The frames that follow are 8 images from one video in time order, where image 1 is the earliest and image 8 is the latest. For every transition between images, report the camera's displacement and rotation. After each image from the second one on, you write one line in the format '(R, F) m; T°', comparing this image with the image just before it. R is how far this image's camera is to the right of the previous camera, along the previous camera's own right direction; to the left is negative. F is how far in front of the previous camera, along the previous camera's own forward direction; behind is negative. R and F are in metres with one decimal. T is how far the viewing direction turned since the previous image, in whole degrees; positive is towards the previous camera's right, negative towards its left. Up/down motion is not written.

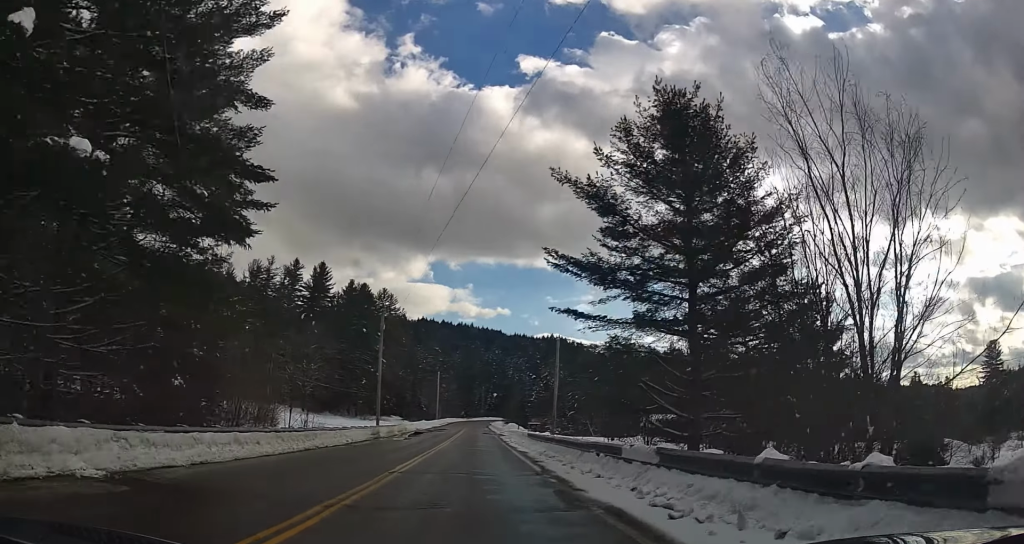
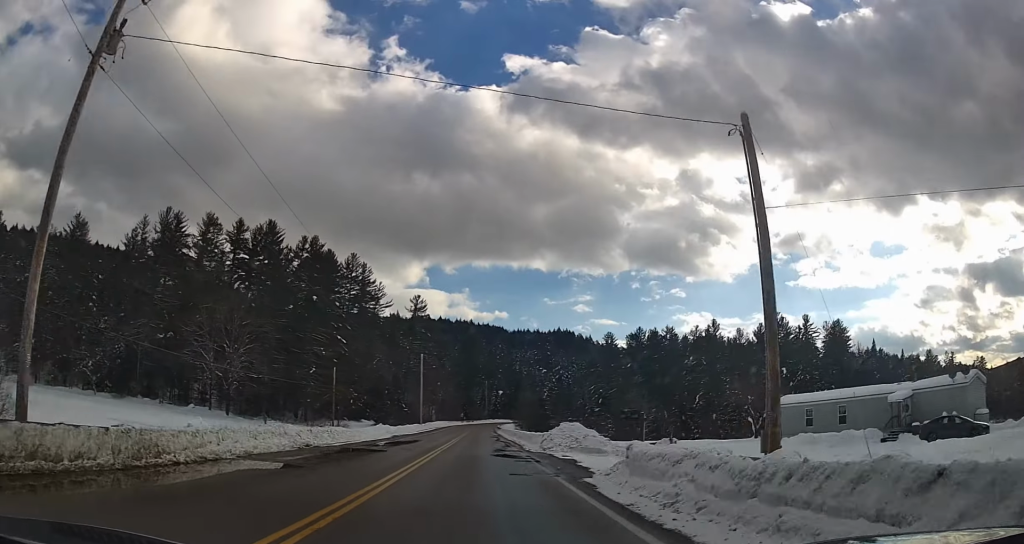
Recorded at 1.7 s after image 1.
(-1.9, +42.0) m; -3°
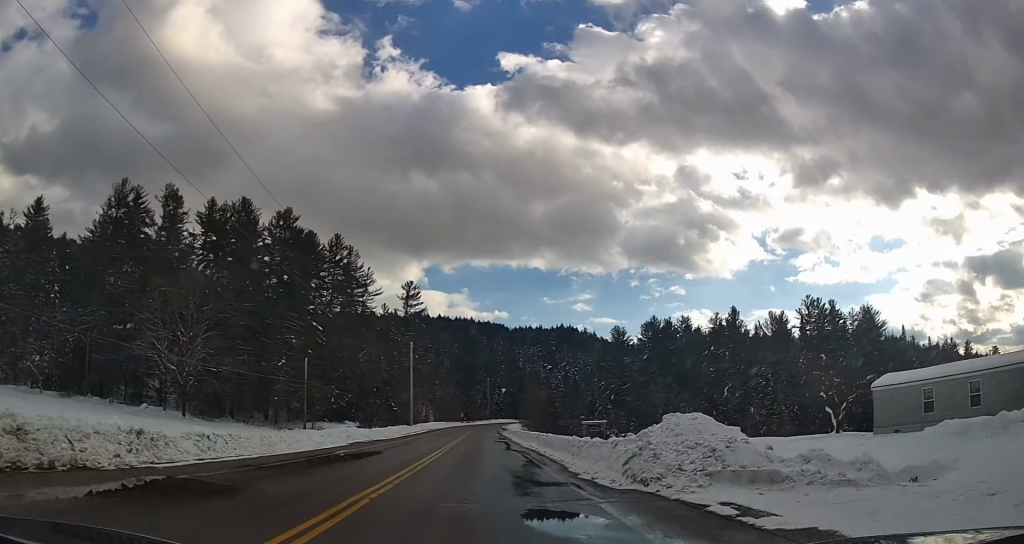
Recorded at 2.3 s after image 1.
(0.0, +14.9) m; 0°
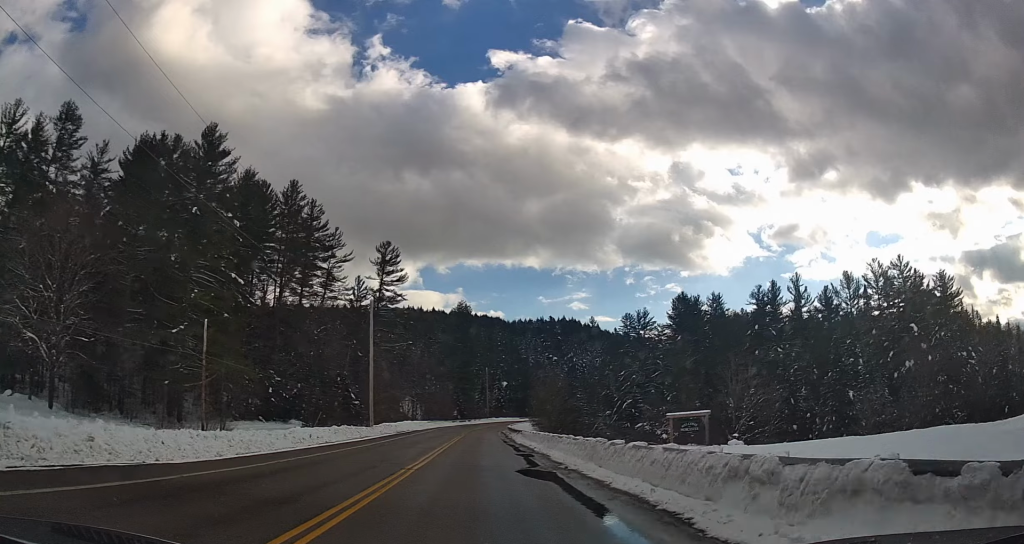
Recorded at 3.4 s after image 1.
(-0.1, +27.4) m; 0°
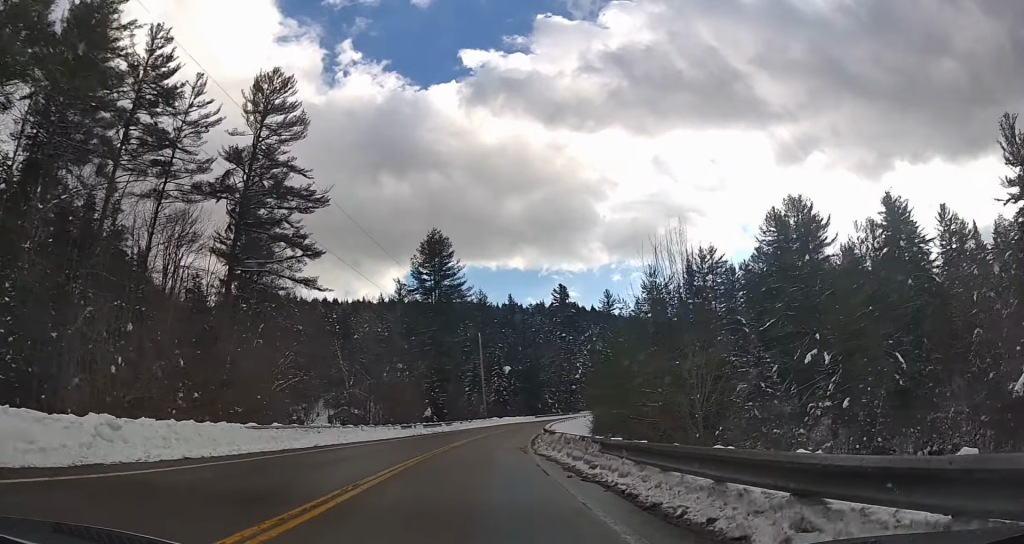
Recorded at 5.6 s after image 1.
(+0.1, +53.9) m; +1°
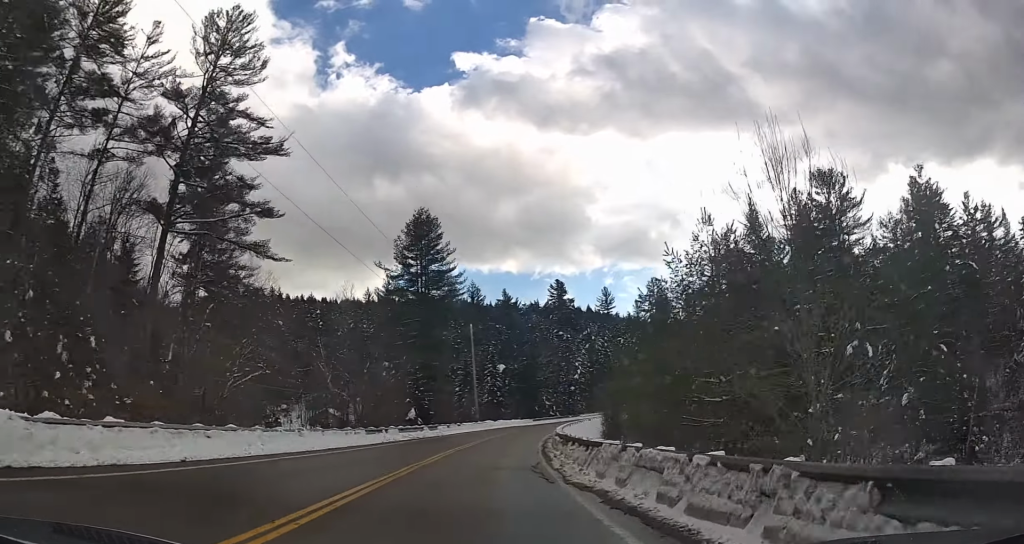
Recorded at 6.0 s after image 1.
(+0.1, +9.8) m; 0°
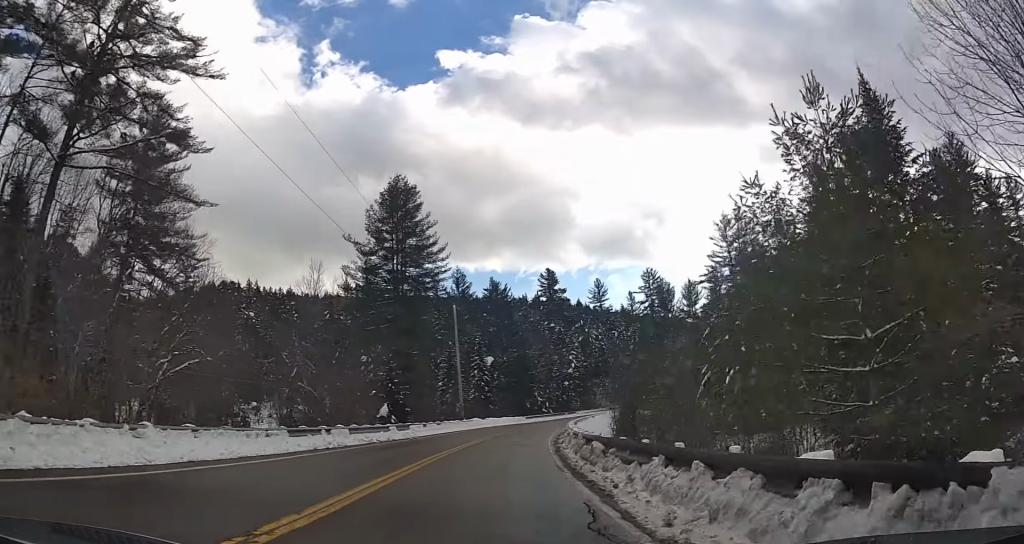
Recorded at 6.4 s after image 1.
(0.0, +10.4) m; 0°
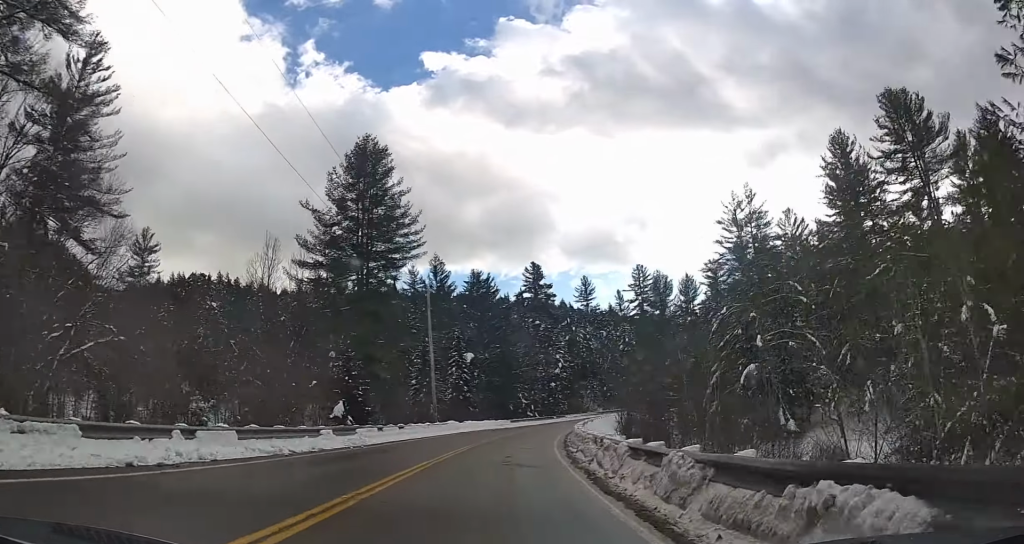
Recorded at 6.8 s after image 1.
(0.0, +10.4) m; 0°
